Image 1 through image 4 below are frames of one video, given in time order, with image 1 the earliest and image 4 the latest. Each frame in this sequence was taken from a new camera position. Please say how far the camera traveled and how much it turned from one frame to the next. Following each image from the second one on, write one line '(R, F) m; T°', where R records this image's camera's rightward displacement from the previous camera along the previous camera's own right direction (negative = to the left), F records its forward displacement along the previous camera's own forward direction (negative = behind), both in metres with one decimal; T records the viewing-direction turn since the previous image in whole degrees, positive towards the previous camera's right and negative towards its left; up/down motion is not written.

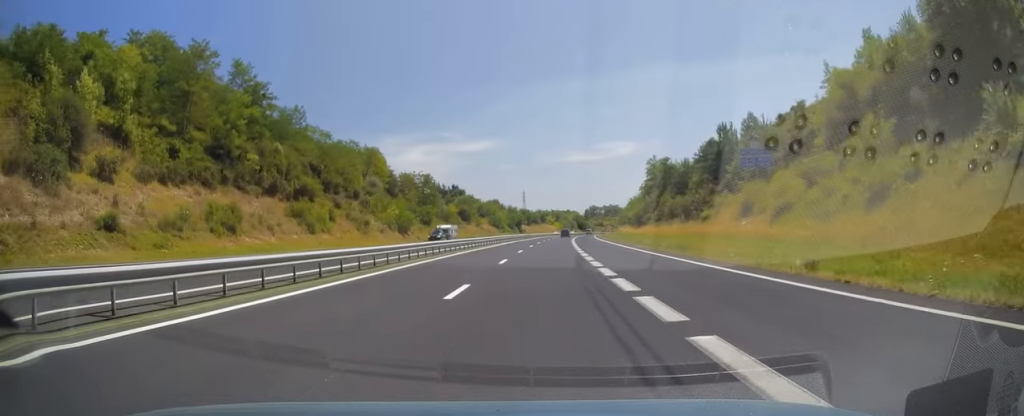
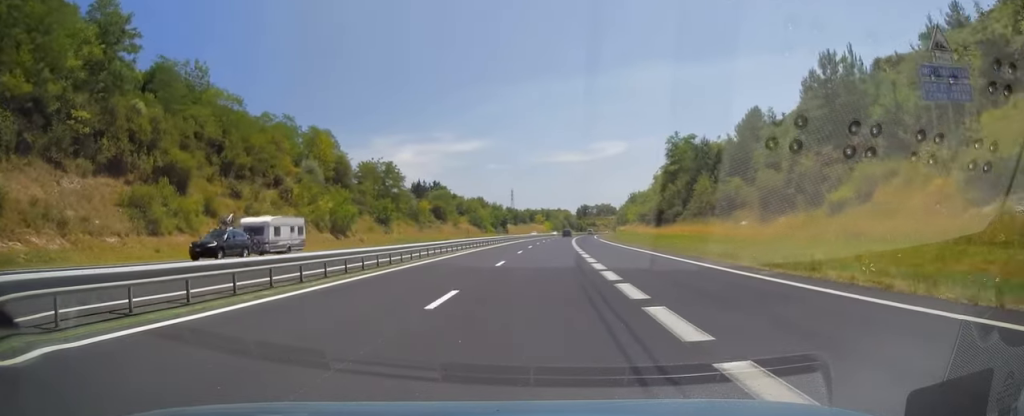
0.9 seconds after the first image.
(+0.3, +27.3) m; +1°
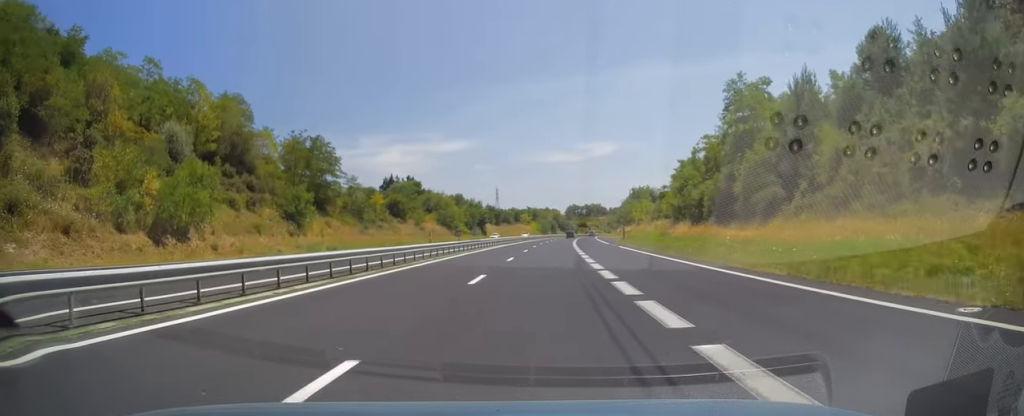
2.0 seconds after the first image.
(+0.1, +33.5) m; +1°
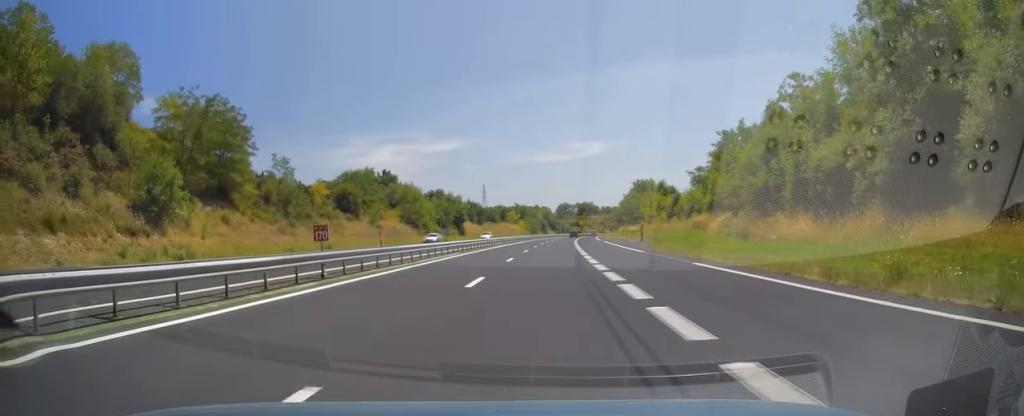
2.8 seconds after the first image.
(+0.3, +26.8) m; +2°
